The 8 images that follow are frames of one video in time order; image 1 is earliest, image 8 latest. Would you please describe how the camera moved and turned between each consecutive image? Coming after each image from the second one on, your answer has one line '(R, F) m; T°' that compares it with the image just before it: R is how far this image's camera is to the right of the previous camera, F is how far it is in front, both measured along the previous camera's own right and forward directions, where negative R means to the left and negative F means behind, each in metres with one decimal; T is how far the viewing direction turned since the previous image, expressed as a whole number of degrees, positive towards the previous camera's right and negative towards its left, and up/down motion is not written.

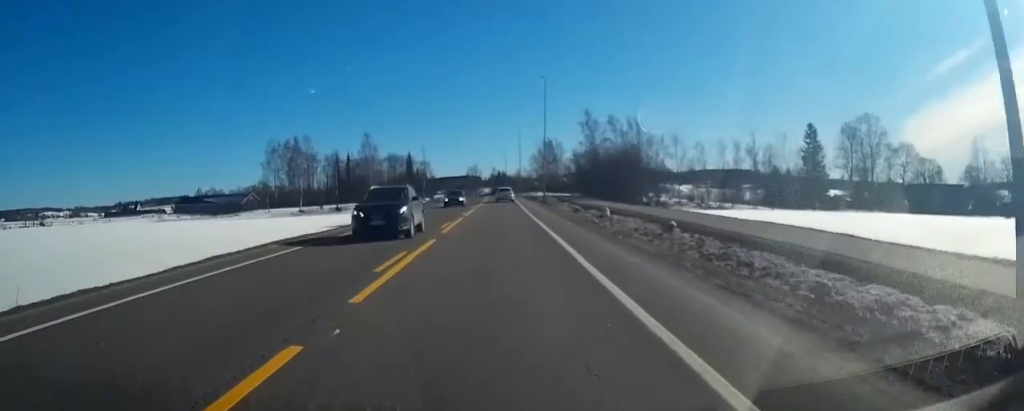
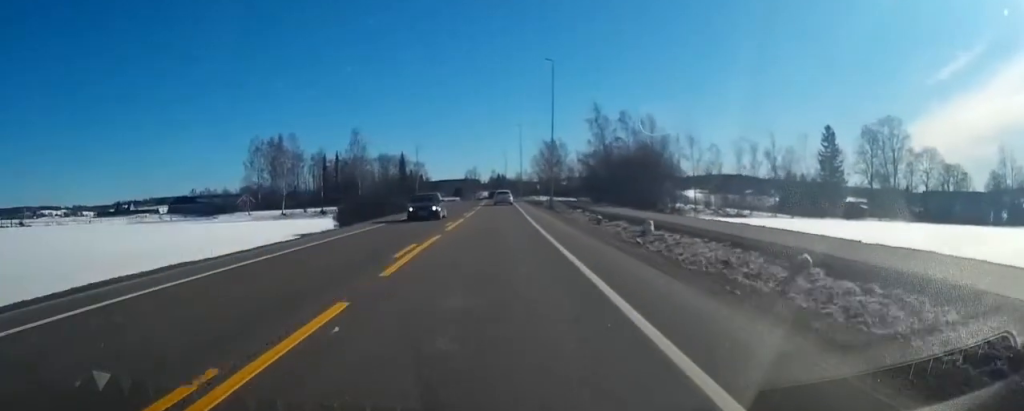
(0.0, +9.7) m; 0°
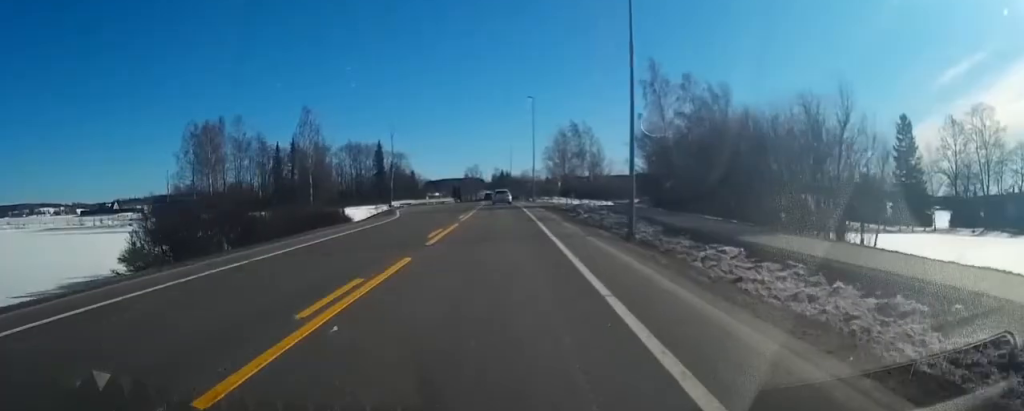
(-0.1, +30.8) m; 0°
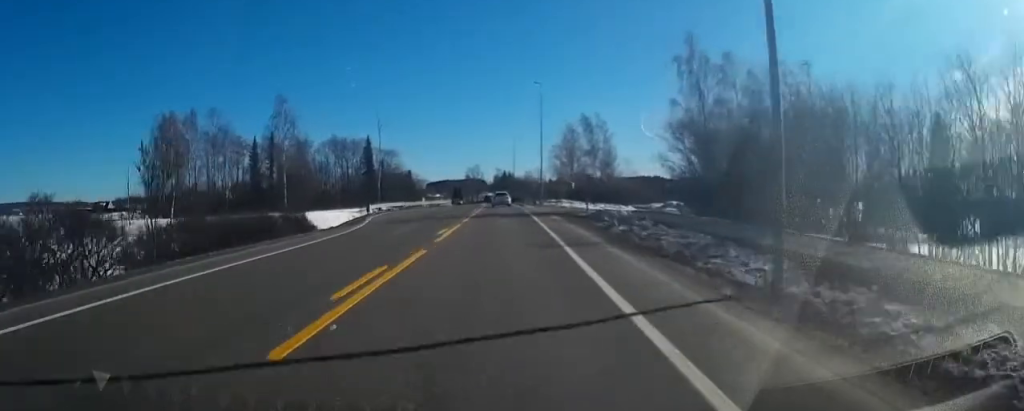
(0.0, +10.9) m; 0°
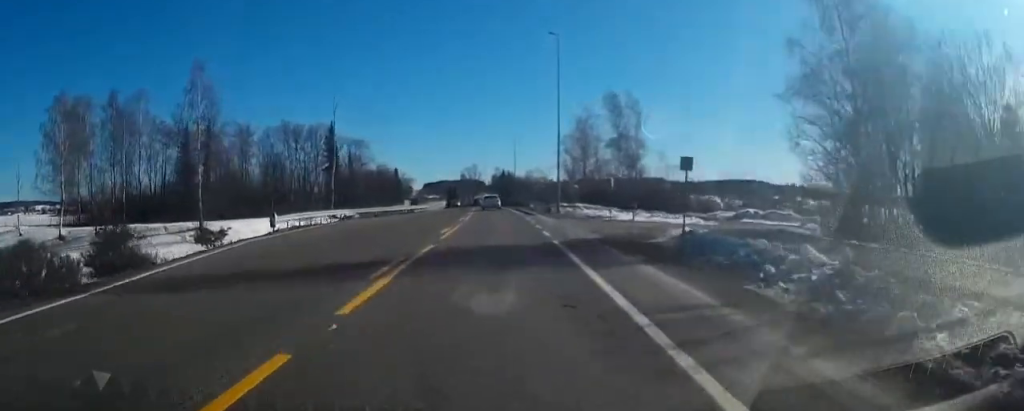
(-0.1, +21.1) m; 0°
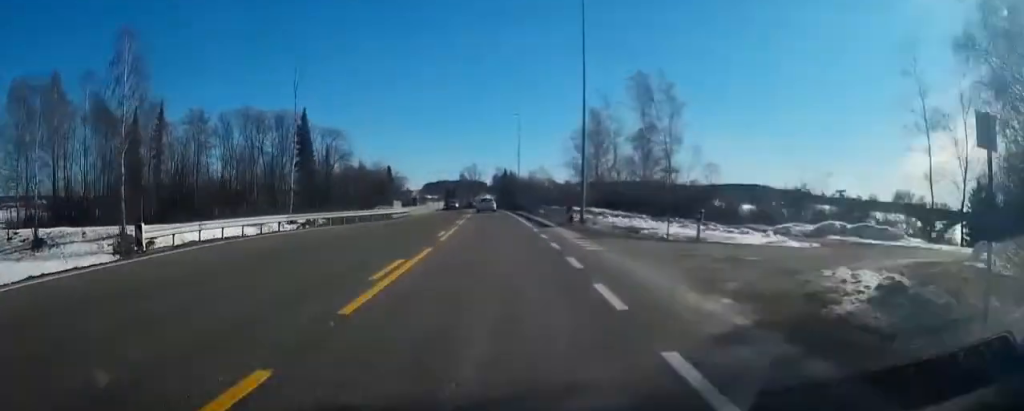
(0.0, +12.1) m; 0°
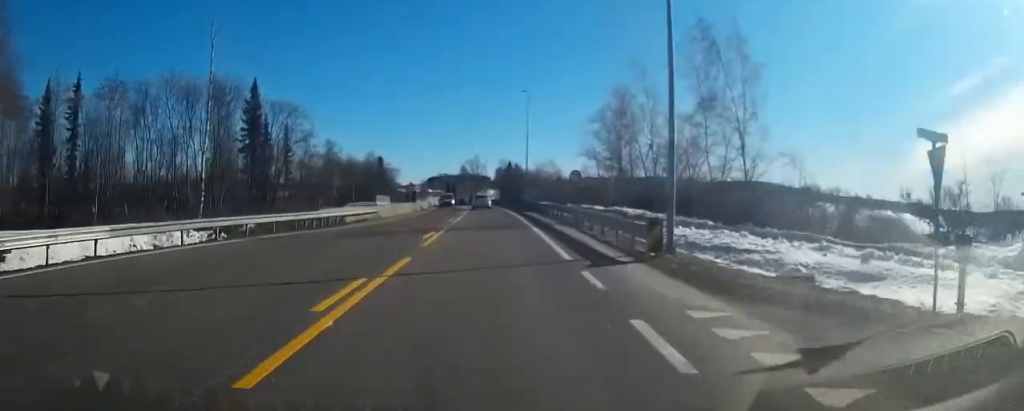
(+0.1, +15.2) m; 0°
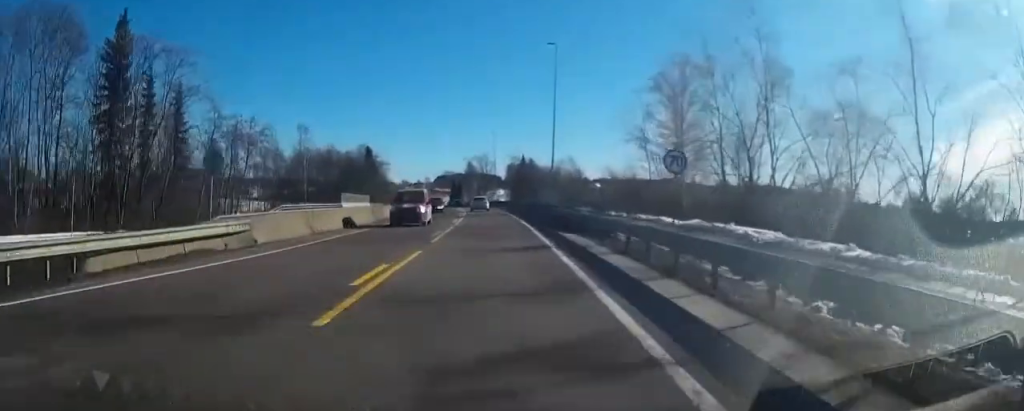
(-0.1, +22.1) m; -1°
